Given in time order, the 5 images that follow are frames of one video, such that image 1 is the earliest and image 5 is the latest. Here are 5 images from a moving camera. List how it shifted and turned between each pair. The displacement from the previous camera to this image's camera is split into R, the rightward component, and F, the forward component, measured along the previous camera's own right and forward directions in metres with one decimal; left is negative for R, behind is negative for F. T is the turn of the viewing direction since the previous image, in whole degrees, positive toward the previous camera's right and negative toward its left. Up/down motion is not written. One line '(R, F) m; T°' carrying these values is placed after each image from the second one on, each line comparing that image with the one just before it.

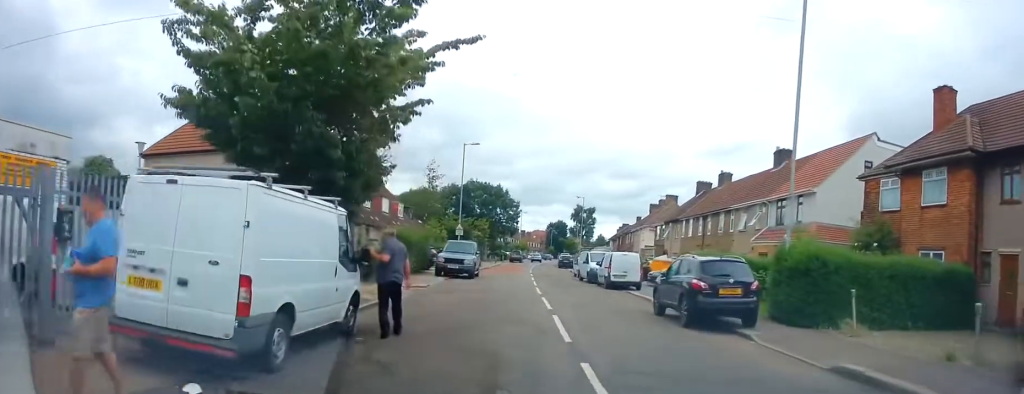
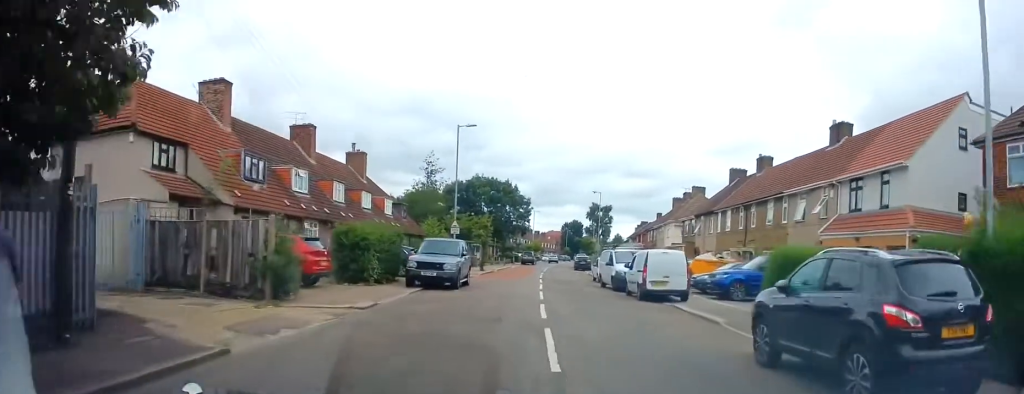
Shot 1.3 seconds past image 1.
(+0.4, +8.1) m; +2°
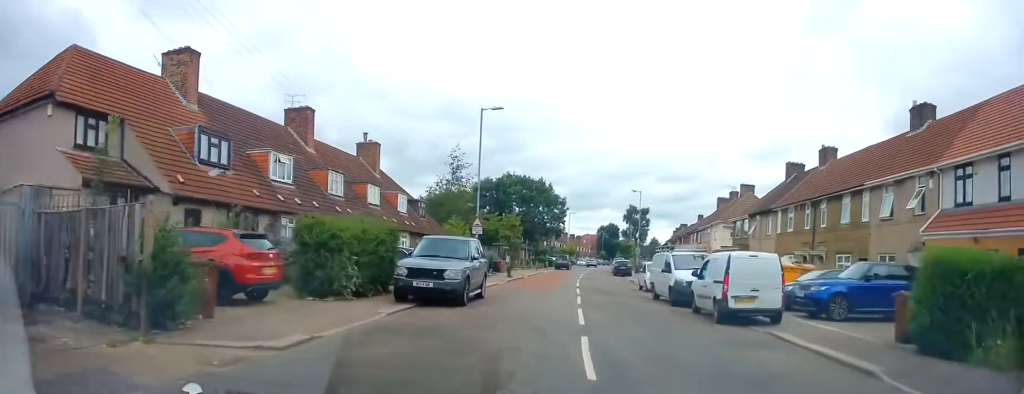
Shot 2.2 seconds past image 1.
(0.0, +5.9) m; -3°
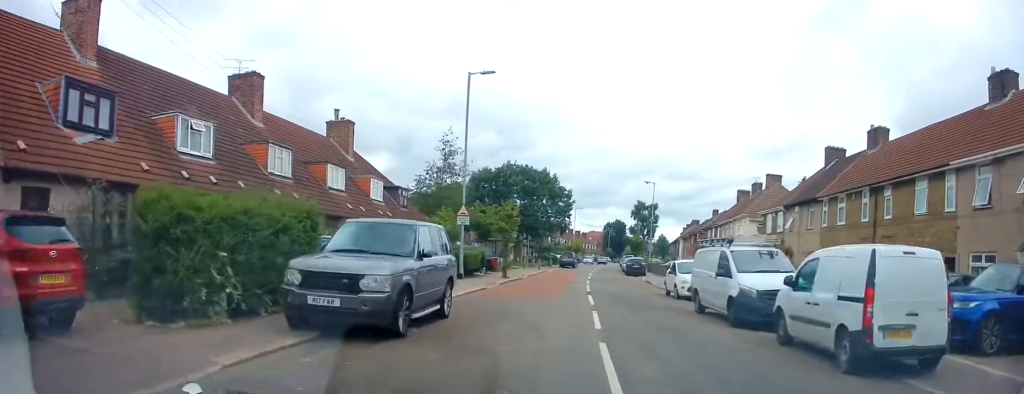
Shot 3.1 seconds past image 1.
(-0.4, +6.5) m; -2°
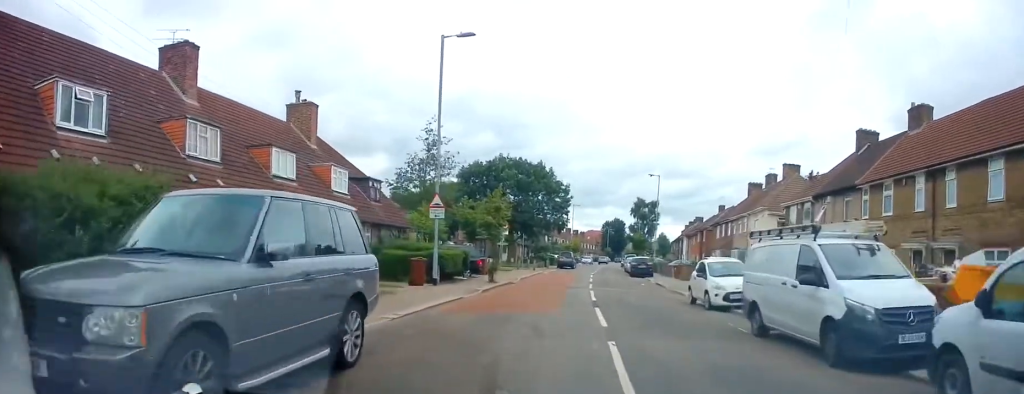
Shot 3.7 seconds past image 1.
(+0.2, +5.2) m; +1°
